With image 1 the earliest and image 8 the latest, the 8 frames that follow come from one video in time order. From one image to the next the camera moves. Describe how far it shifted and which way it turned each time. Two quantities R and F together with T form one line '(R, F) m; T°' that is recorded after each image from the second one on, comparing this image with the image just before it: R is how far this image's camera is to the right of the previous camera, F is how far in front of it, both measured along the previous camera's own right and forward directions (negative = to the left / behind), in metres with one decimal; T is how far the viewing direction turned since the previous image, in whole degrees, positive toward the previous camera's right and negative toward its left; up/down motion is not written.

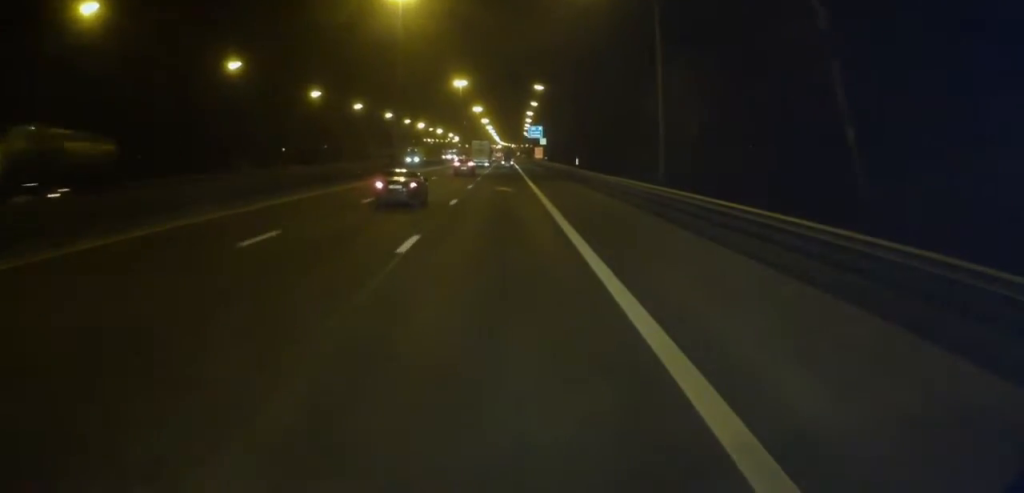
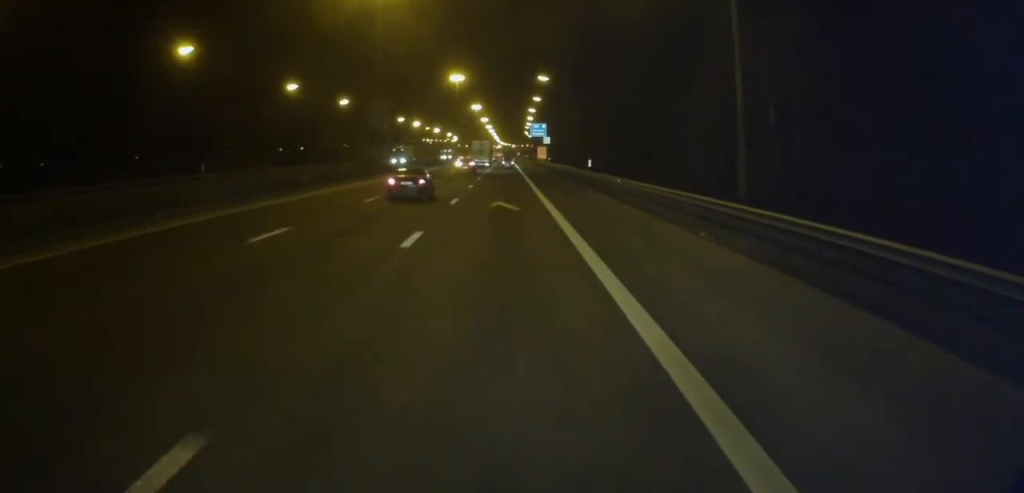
(+0.1, +11.8) m; 0°
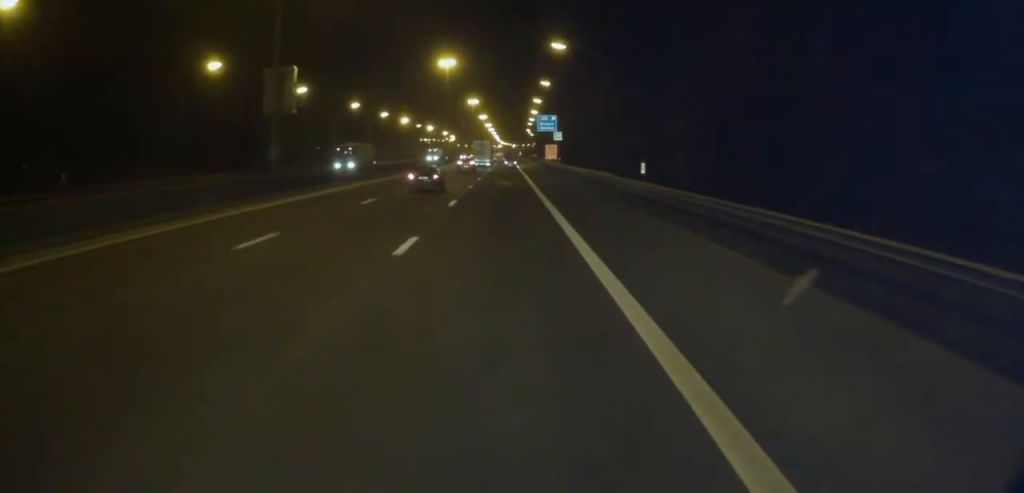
(-0.1, +26.0) m; -1°
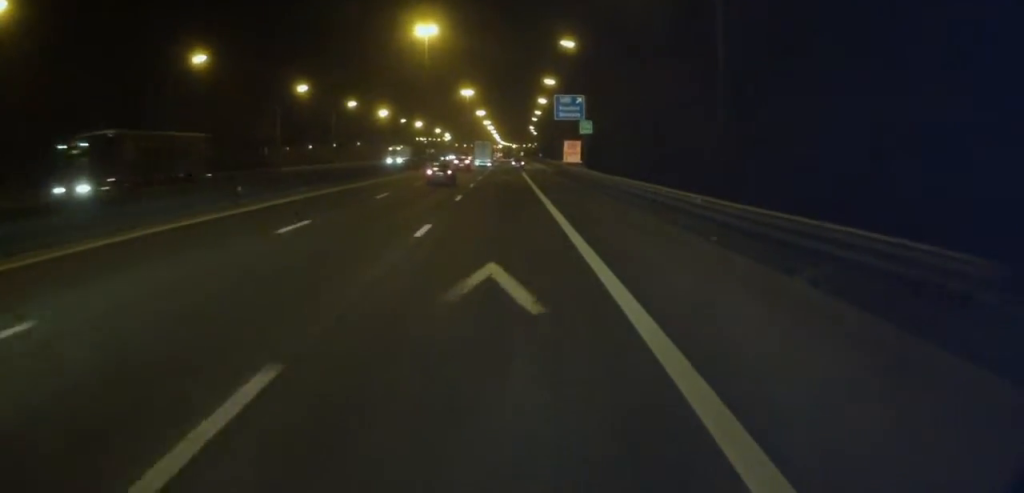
(-0.1, +34.6) m; 0°
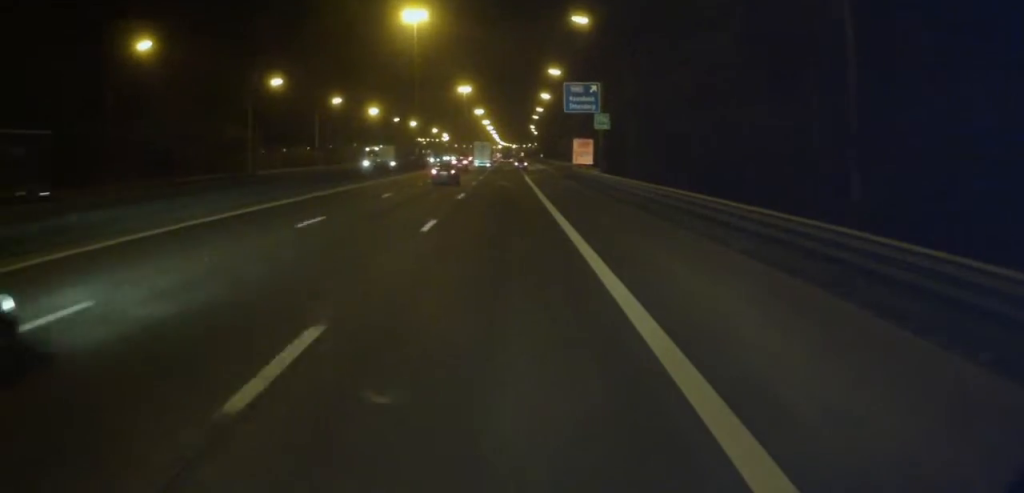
(-0.1, +11.0) m; 0°
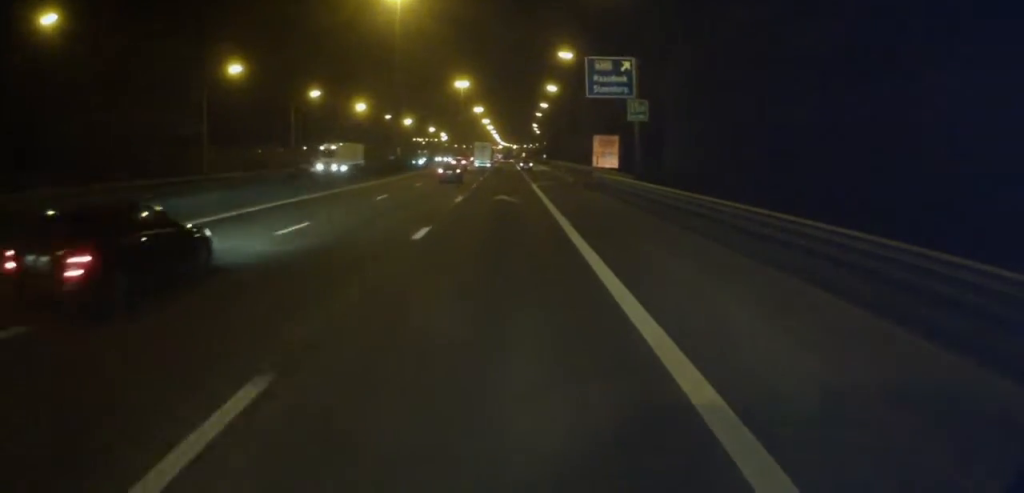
(-0.3, +14.2) m; 0°
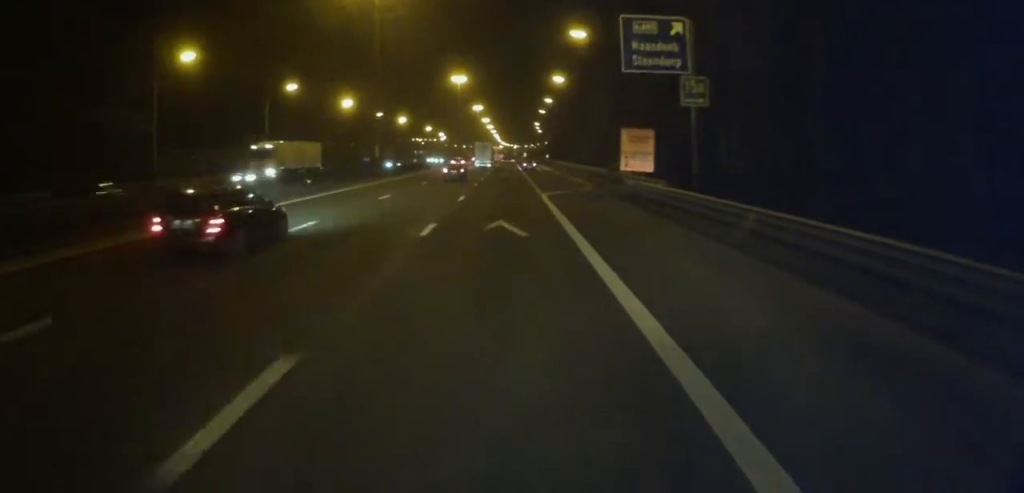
(+0.2, +11.8) m; 0°
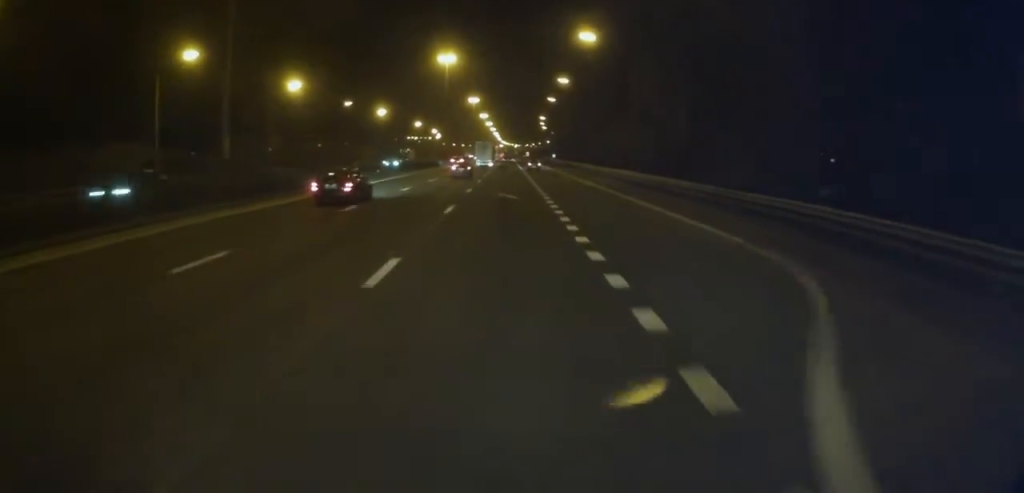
(-0.1, +31.4) m; 0°
